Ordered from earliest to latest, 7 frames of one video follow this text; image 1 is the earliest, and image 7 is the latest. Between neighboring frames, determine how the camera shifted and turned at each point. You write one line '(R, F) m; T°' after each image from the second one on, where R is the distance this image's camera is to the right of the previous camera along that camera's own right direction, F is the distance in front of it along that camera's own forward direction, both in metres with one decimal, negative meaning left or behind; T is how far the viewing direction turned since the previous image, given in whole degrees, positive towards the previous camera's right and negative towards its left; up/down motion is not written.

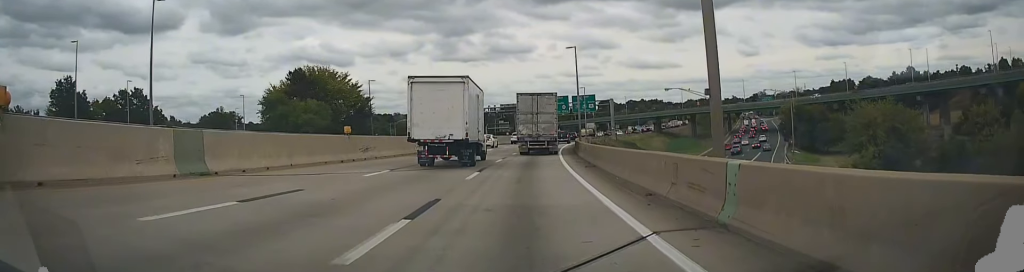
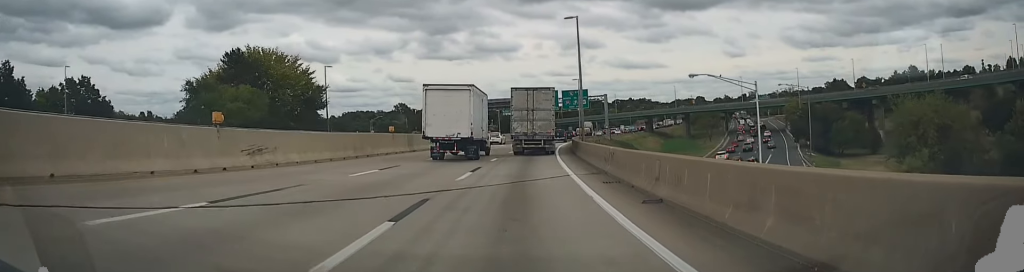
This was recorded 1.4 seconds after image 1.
(+0.1, +12.7) m; +2°
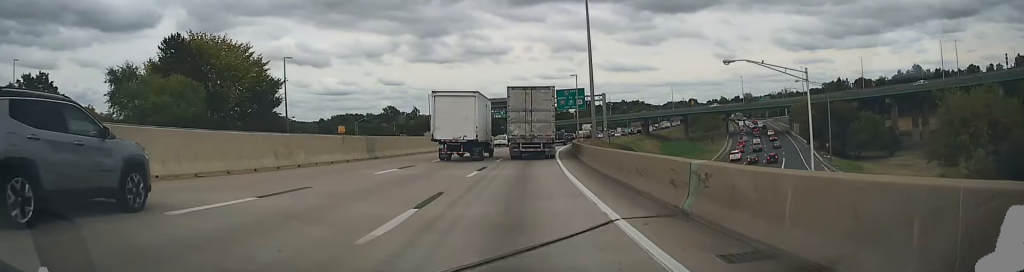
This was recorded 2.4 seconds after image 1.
(+0.3, +9.4) m; +2°
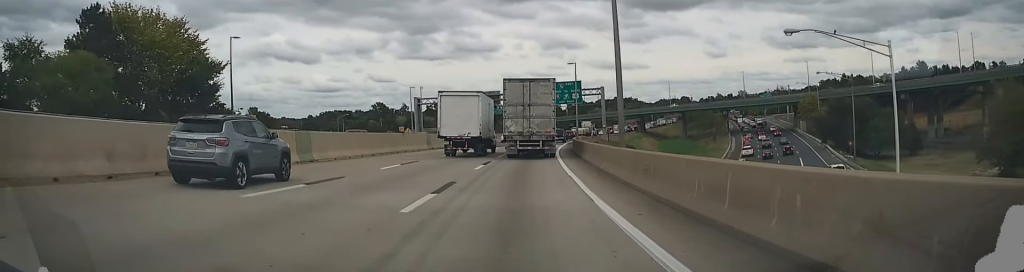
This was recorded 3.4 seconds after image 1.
(+0.1, +9.8) m; 0°
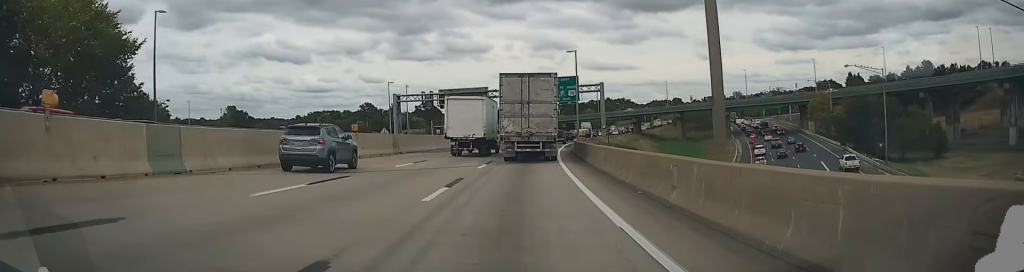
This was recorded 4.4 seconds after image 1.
(-0.1, +10.1) m; 0°
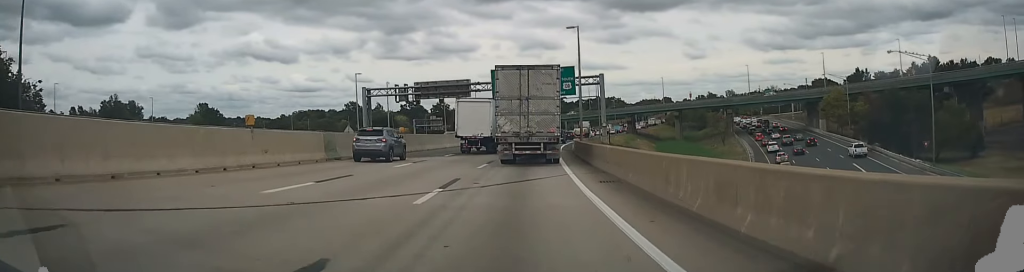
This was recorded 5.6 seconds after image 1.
(+0.1, +11.9) m; +2°
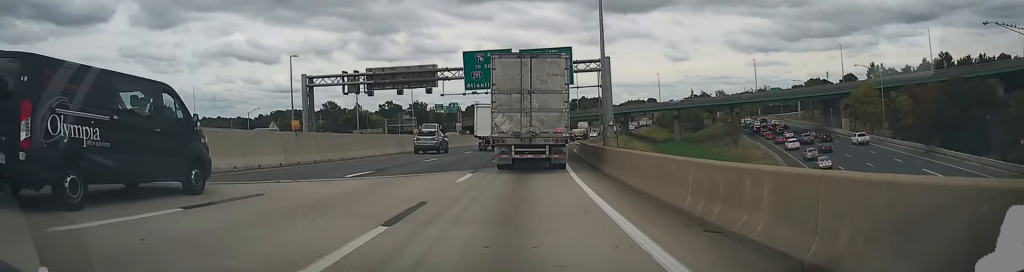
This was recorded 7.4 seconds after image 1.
(+0.3, +18.1) m; +2°
